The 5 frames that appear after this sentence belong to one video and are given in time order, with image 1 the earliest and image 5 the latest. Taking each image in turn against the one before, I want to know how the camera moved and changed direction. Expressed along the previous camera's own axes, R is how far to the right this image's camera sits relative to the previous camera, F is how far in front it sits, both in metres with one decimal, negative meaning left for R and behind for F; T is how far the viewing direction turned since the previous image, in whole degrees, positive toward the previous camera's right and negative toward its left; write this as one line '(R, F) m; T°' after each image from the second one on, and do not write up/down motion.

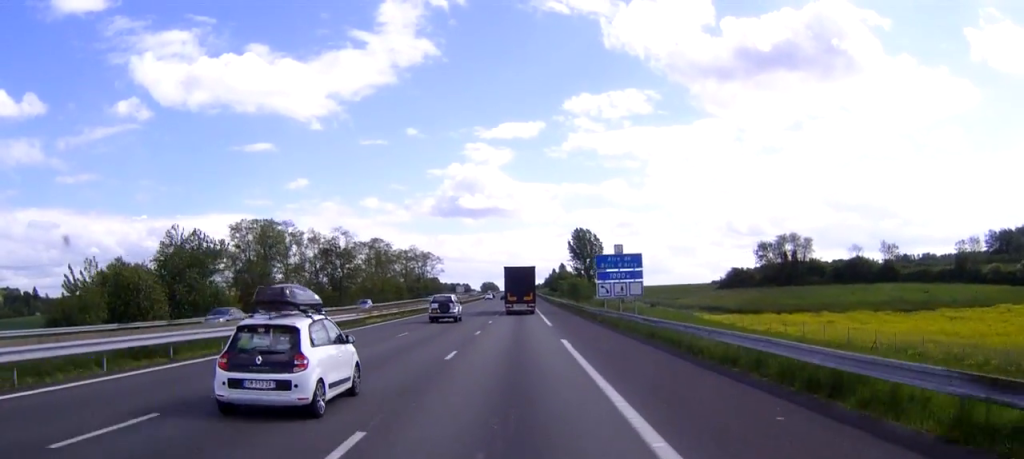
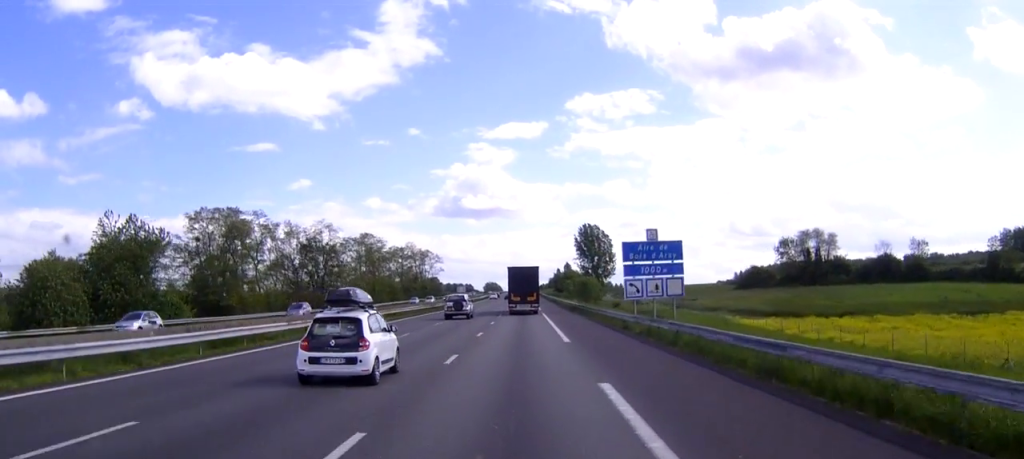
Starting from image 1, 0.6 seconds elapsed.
(0.0, +13.9) m; 0°
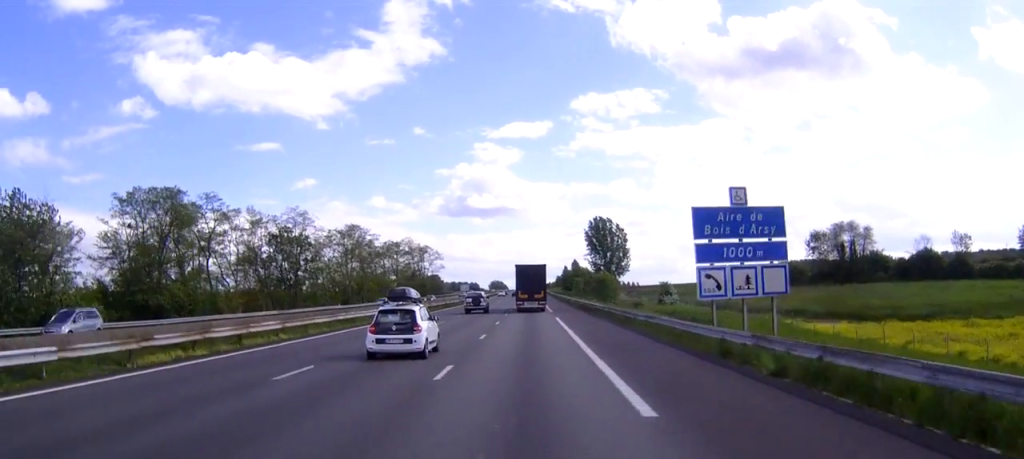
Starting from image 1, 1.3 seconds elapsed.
(0.0, +17.1) m; 0°
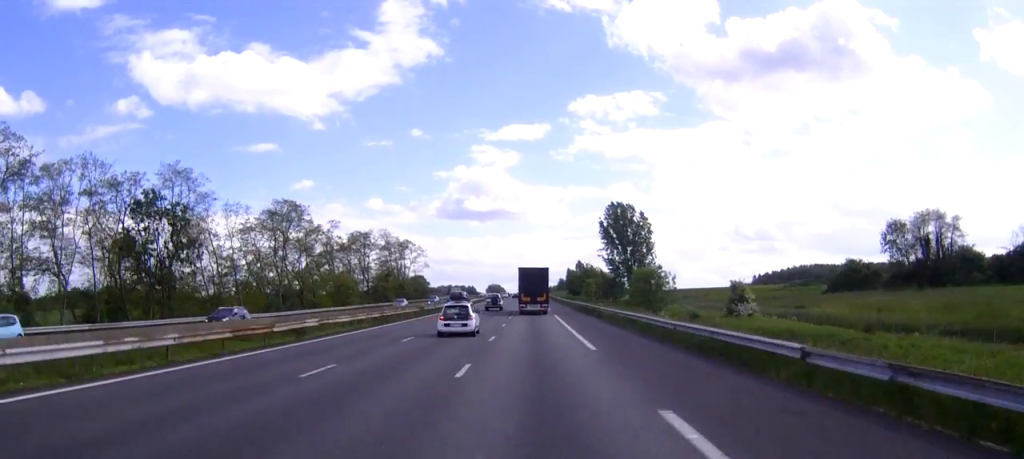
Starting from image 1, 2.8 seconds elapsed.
(0.0, +38.1) m; 0°
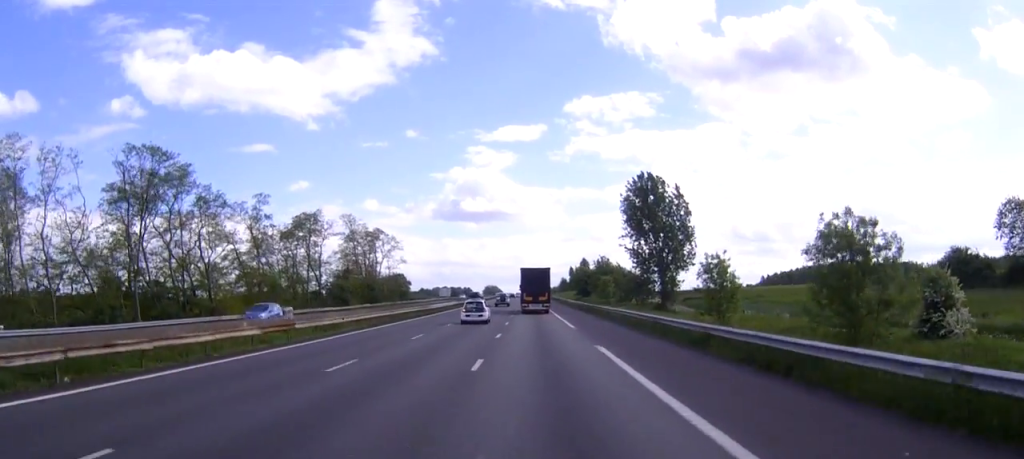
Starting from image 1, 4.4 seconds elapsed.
(+0.1, +37.7) m; 0°
